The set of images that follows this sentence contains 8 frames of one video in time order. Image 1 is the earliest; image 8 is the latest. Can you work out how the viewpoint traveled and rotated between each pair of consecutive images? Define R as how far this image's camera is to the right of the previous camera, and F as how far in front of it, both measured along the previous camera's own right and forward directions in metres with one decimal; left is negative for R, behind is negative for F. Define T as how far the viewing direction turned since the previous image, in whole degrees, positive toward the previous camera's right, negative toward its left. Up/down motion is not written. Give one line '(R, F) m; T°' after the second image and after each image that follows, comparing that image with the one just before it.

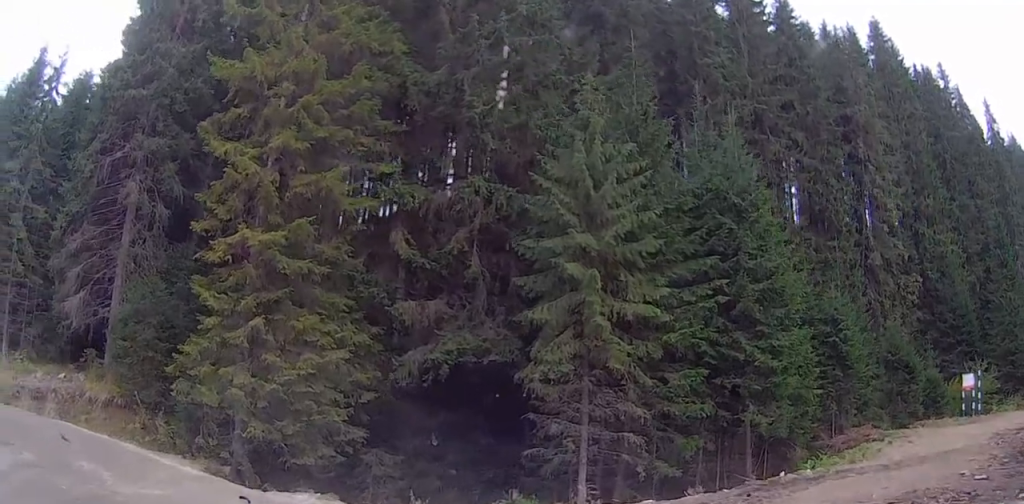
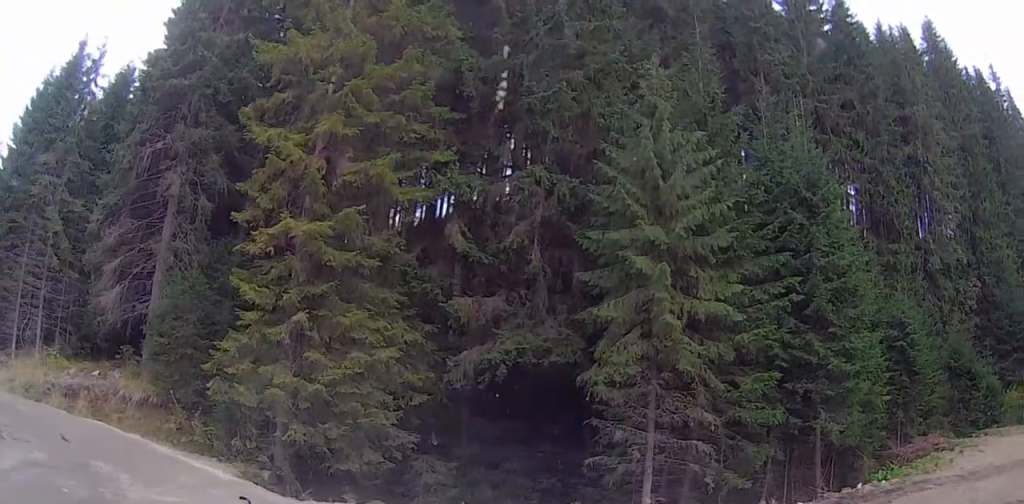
(-0.1, +1.3) m; -11°
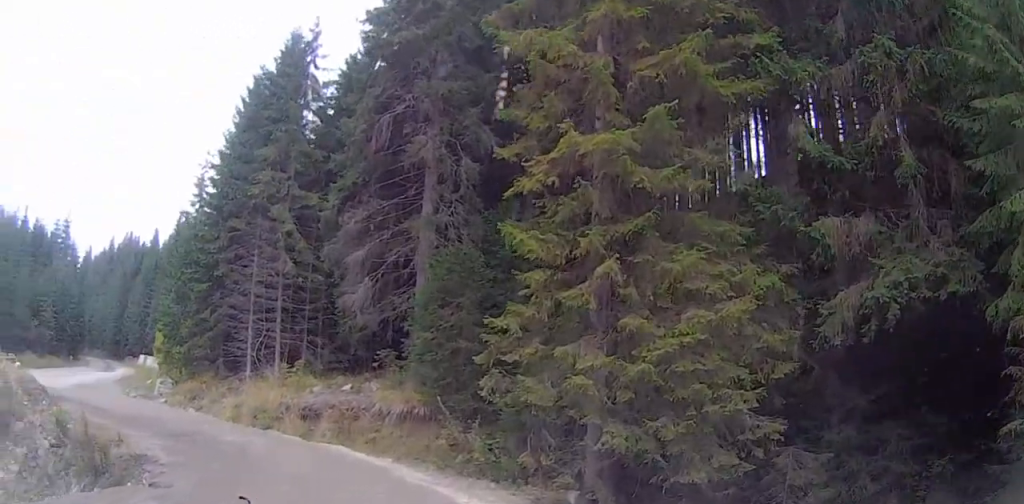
(-1.9, +5.9) m; -25°
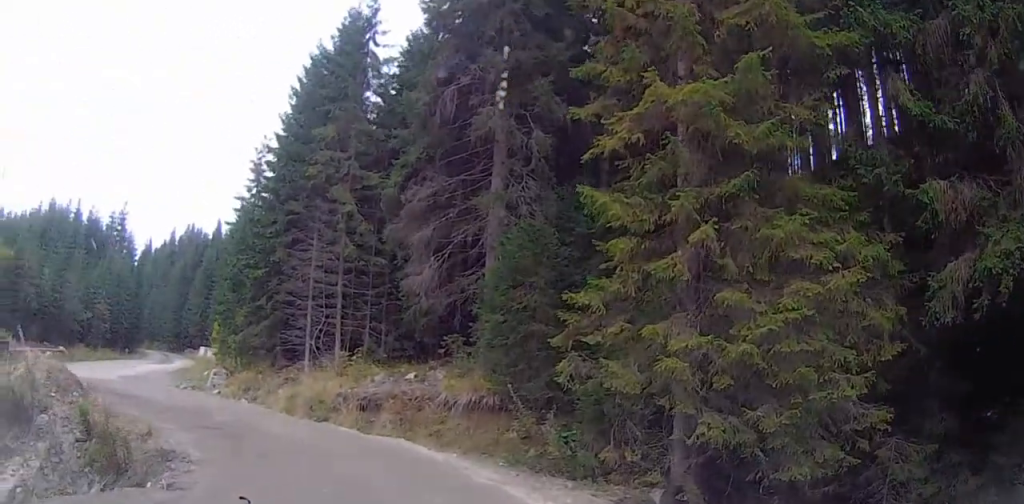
(0.0, +1.8) m; -2°
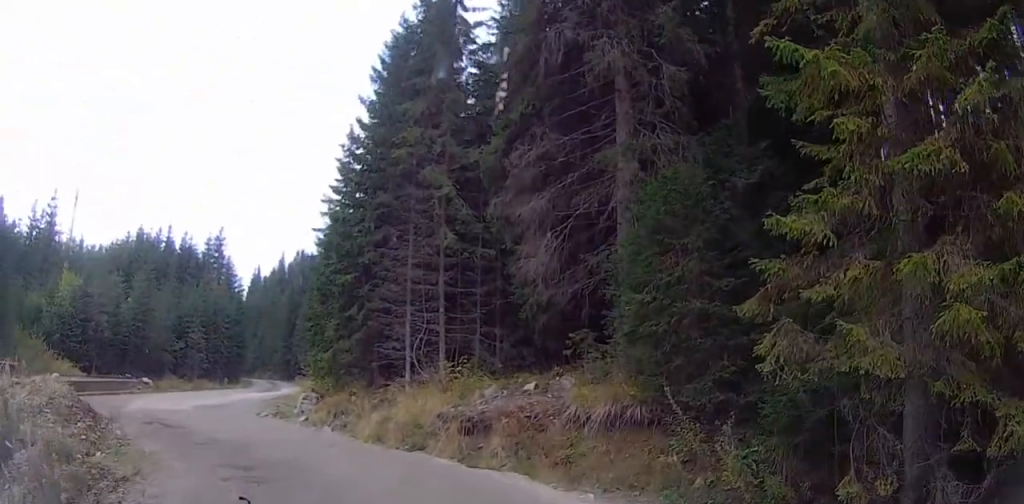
(-0.5, +5.5) m; -9°
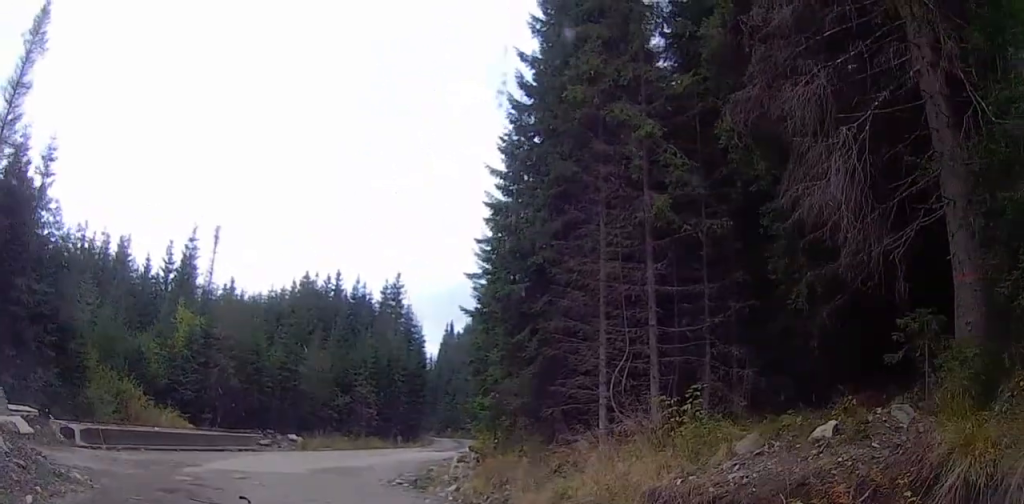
(-0.6, +8.5) m; -9°
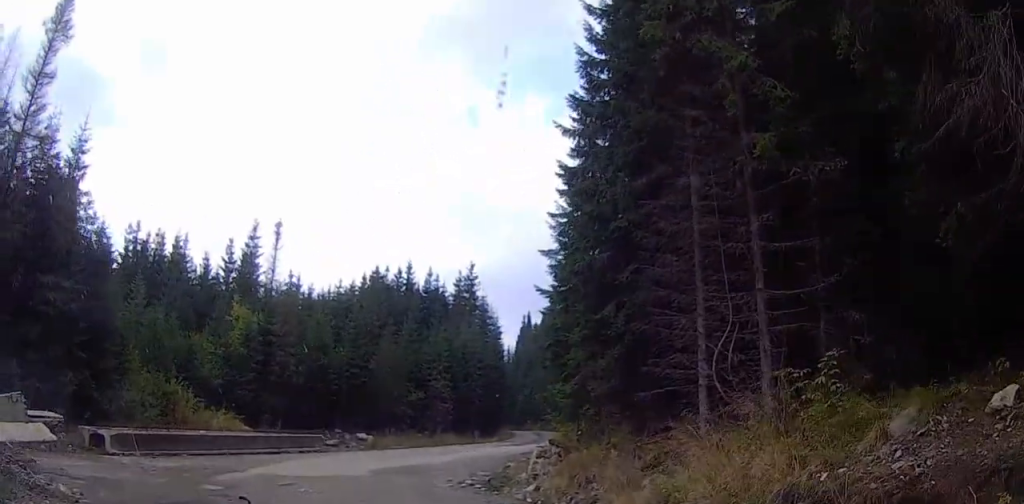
(-0.2, +2.3) m; -3°
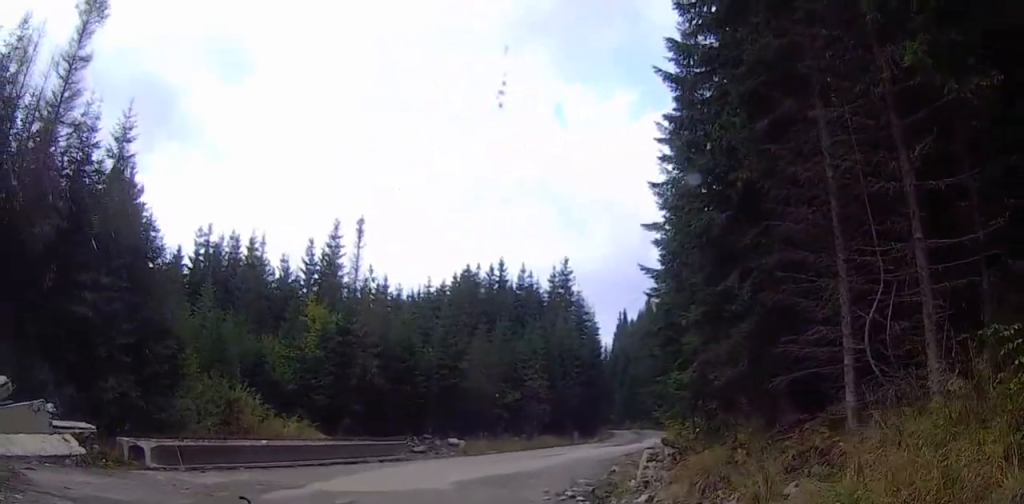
(-0.1, +2.7) m; -2°
